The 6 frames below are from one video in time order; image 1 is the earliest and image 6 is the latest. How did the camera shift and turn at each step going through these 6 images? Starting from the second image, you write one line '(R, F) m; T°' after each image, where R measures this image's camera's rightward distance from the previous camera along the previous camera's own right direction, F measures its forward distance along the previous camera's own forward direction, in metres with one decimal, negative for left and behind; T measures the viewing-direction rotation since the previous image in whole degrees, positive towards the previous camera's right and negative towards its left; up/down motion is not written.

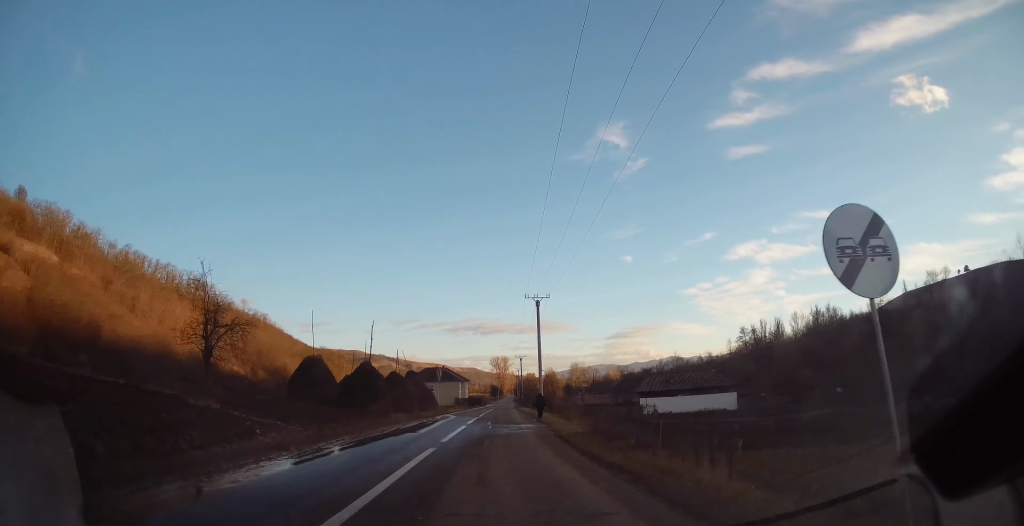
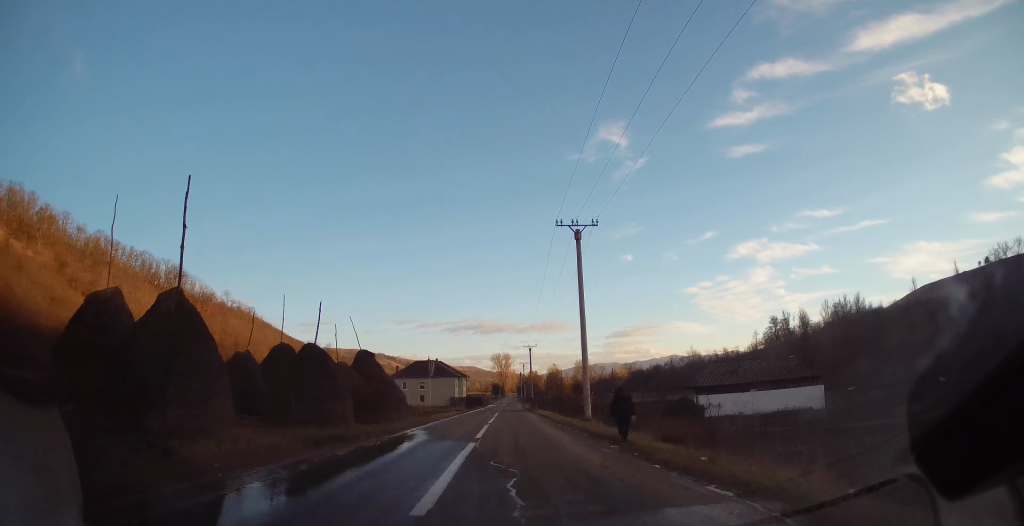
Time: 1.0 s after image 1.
(+0.3, +21.3) m; +2°
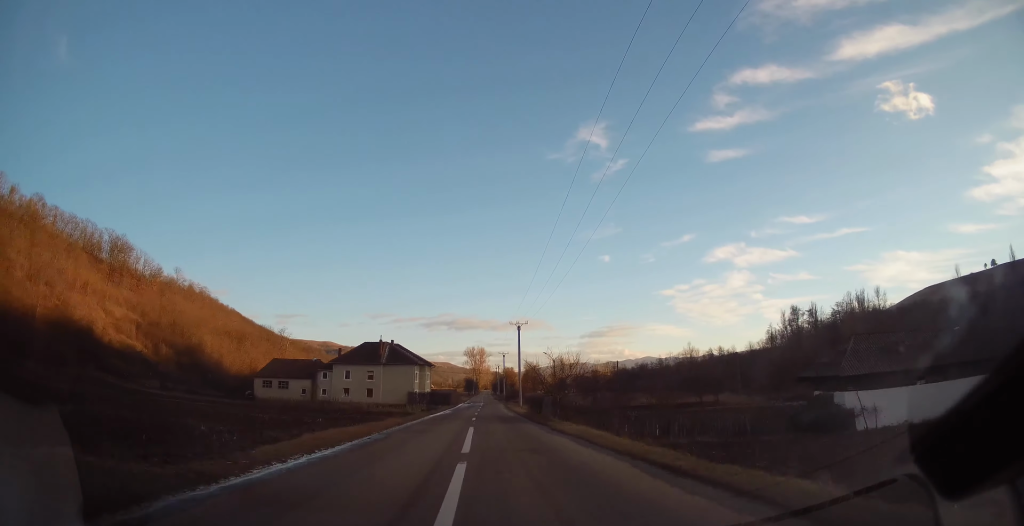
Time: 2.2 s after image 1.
(+0.3, +27.4) m; +1°
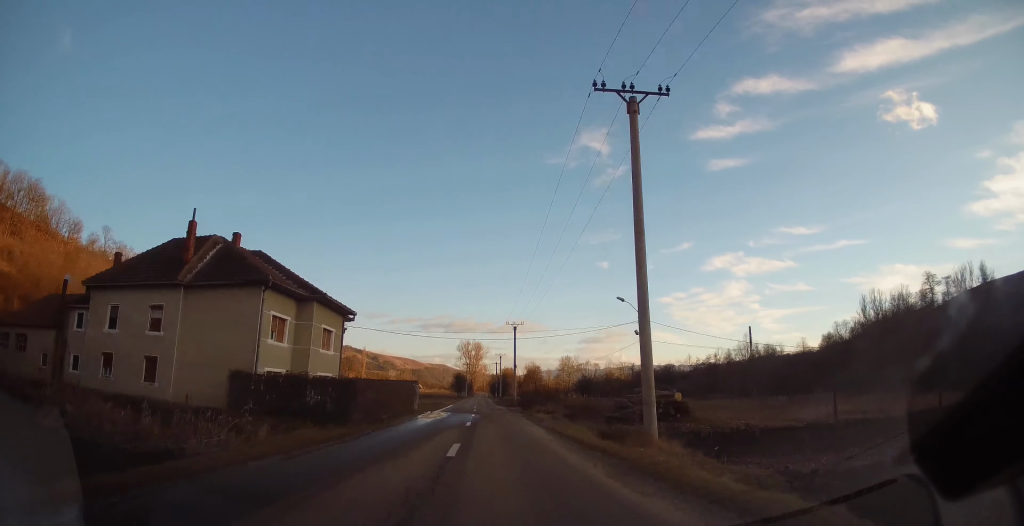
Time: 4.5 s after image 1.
(+0.5, +53.5) m; +1°
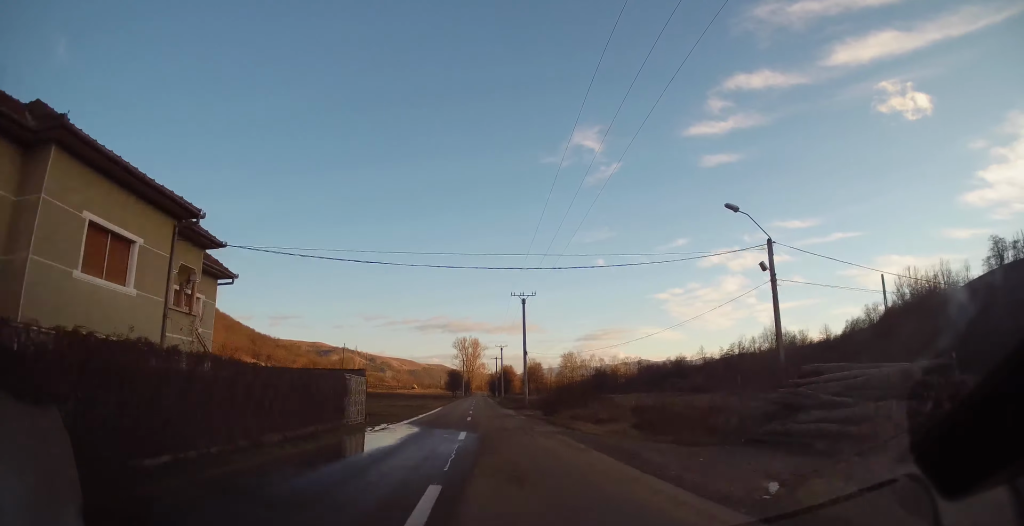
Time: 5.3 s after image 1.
(+0.1, +19.4) m; 0°
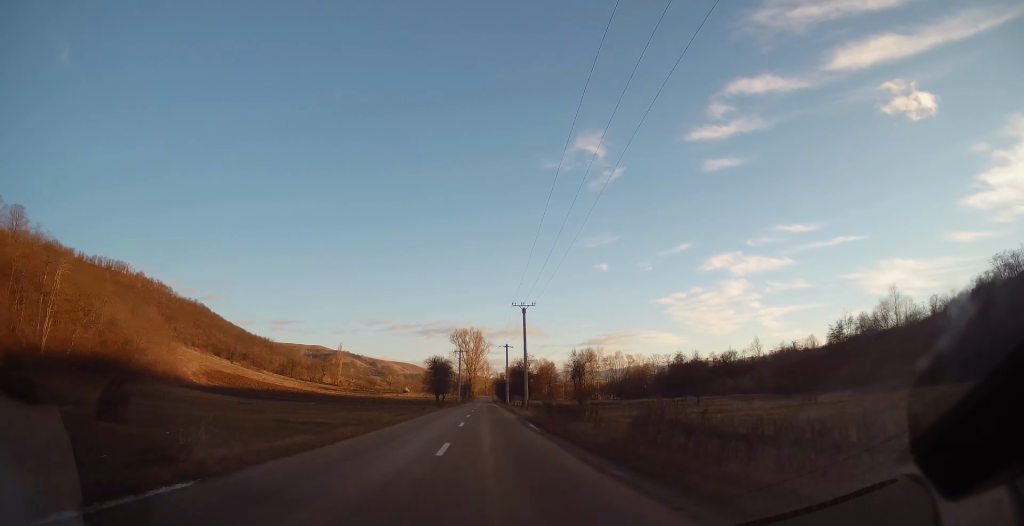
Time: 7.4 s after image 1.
(-1.0, +52.0) m; -2°
